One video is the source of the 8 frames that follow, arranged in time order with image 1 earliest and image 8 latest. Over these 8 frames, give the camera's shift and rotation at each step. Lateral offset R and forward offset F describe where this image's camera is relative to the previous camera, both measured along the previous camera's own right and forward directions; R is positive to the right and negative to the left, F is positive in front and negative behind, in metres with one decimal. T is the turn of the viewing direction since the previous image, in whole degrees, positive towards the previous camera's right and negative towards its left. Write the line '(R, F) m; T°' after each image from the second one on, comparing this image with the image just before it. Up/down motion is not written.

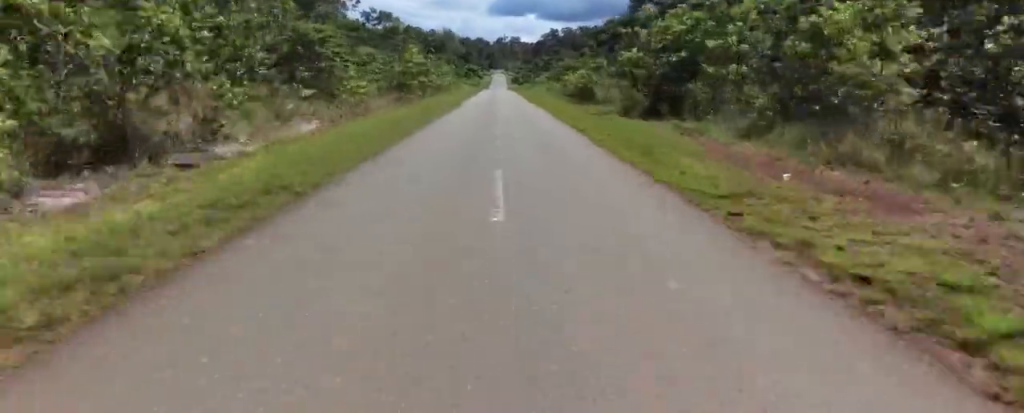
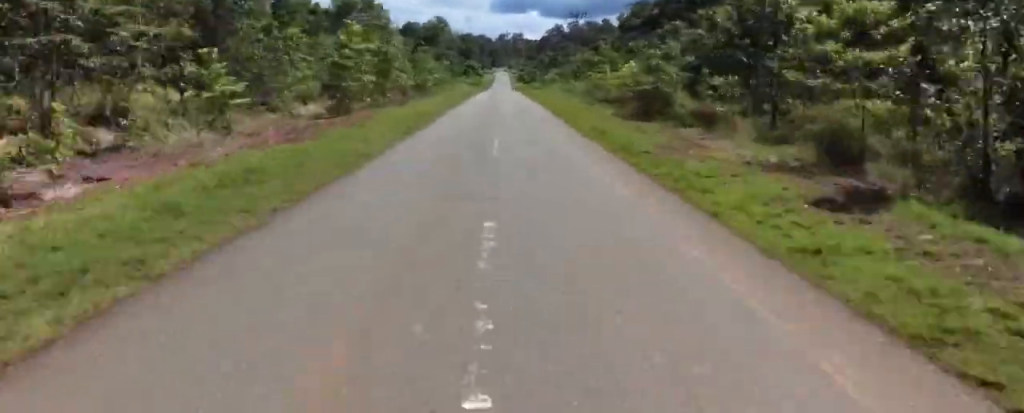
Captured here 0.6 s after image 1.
(-0.2, +19.2) m; -1°
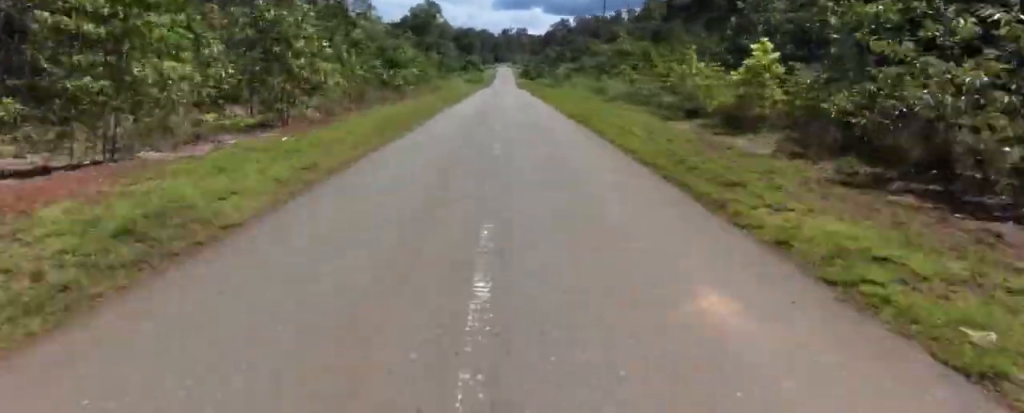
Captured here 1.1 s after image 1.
(0.0, +16.1) m; -1°
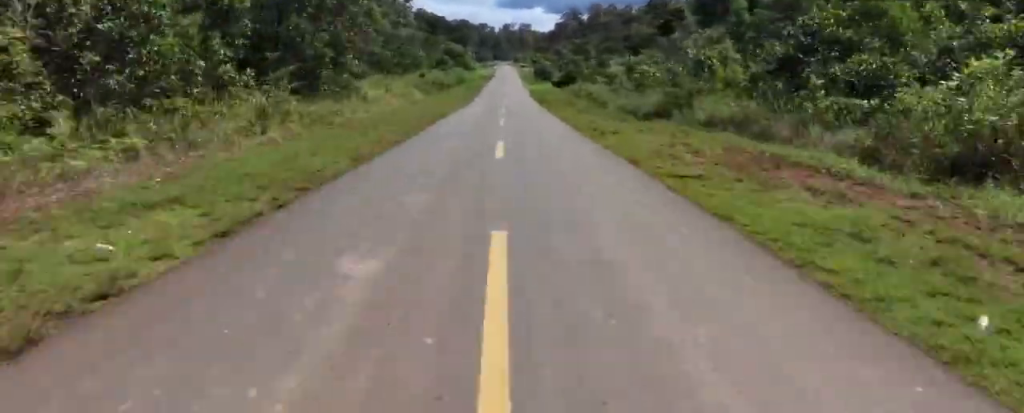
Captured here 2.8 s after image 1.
(-1.7, +53.9) m; +1°
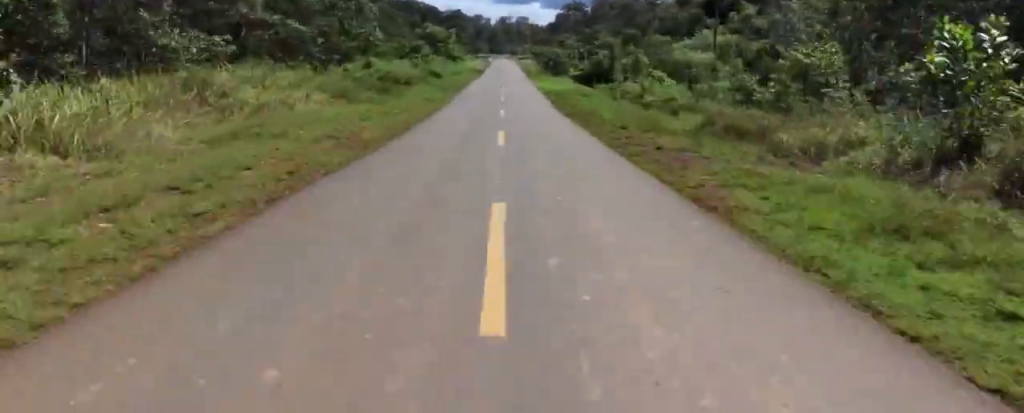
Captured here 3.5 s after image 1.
(+1.8, +22.7) m; +3°
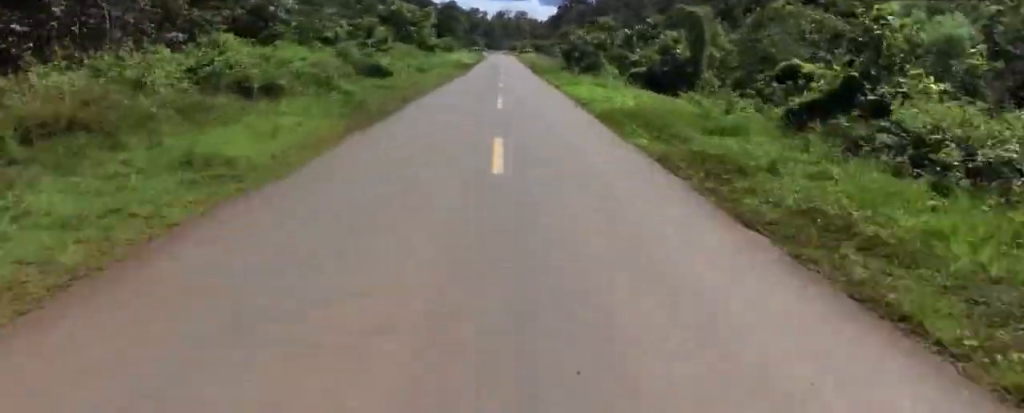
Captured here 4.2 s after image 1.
(+0.2, +21.0) m; -1°
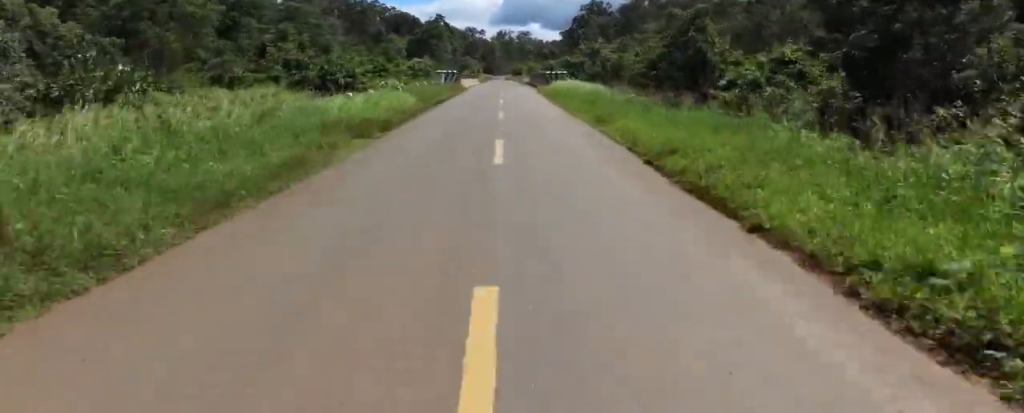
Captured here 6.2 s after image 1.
(-2.2, +54.5) m; -2°
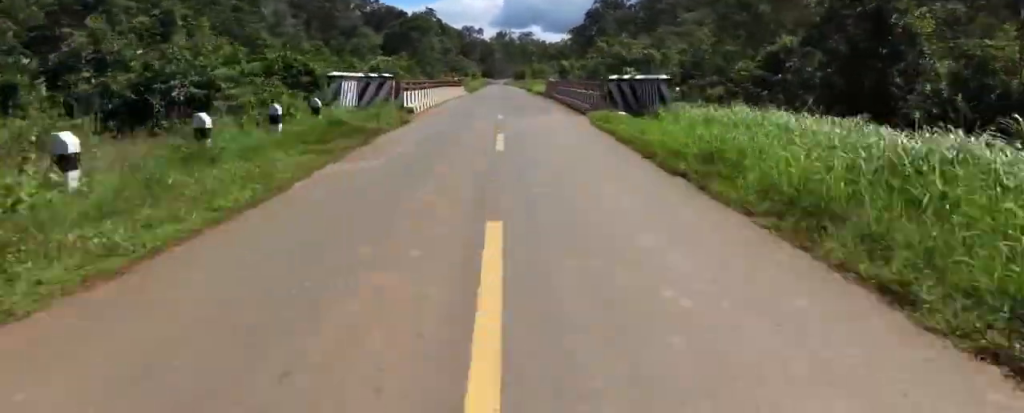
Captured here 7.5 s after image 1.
(+0.4, +30.8) m; 0°
